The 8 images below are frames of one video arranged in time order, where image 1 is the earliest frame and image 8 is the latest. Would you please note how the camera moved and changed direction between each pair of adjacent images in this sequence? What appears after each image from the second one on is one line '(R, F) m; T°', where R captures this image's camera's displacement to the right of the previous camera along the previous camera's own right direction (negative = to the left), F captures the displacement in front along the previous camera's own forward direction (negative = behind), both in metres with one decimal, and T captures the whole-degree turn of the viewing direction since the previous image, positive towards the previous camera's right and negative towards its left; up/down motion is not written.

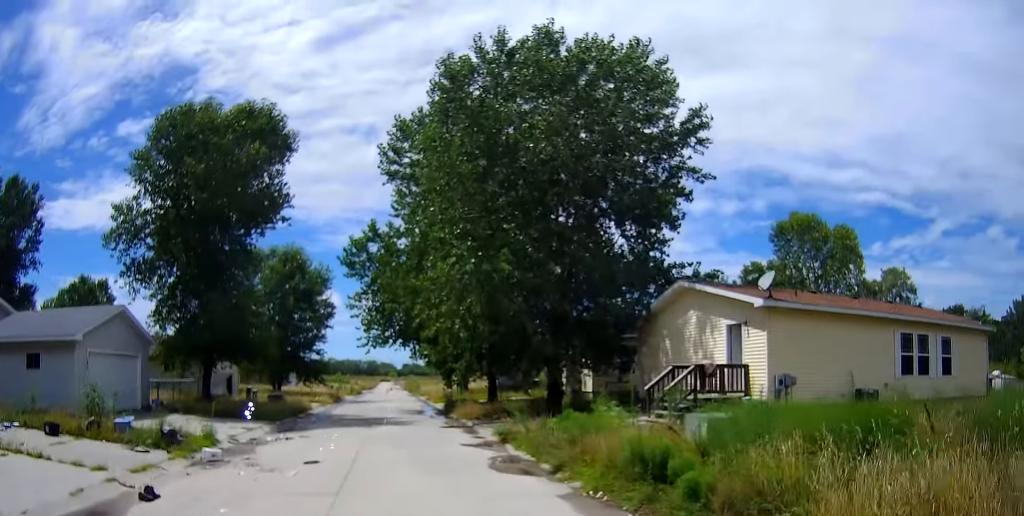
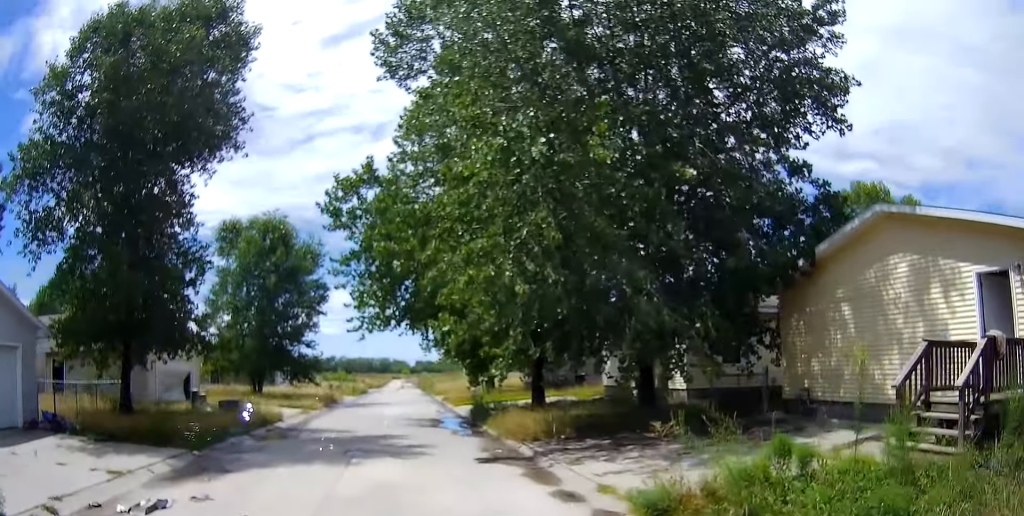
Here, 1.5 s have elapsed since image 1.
(-0.7, +9.6) m; -5°
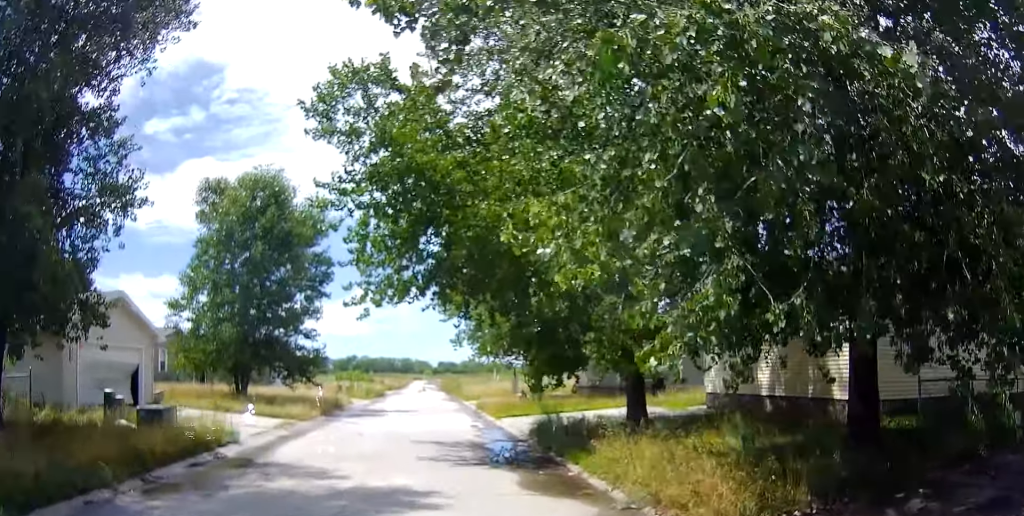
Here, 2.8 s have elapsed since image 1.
(0.0, +8.4) m; +4°
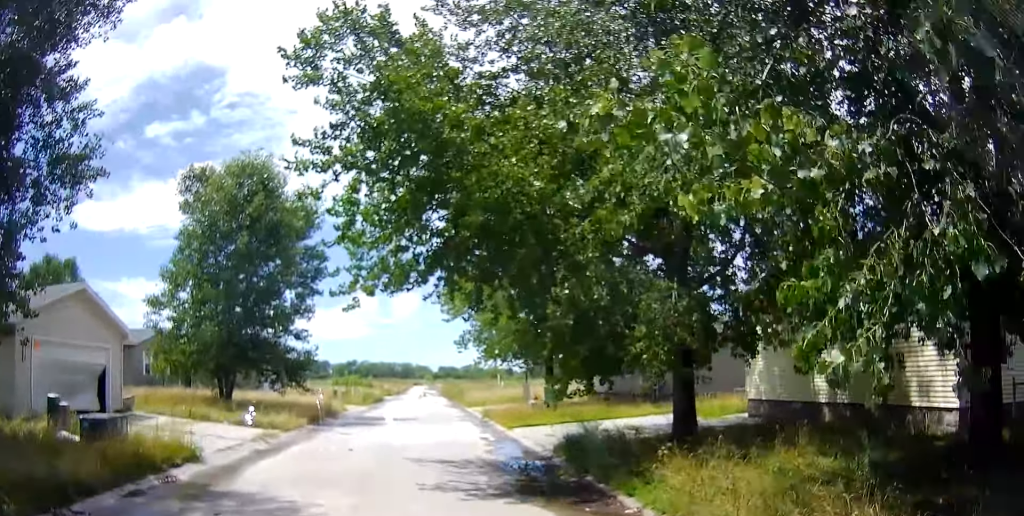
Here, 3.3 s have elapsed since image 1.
(+0.1, +2.7) m; +1°
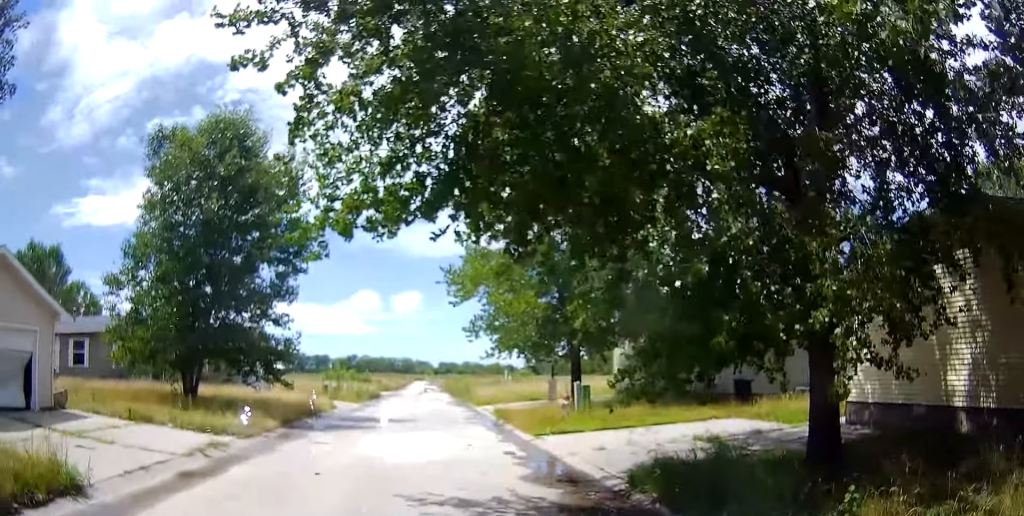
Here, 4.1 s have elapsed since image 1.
(+0.4, +4.8) m; 0°
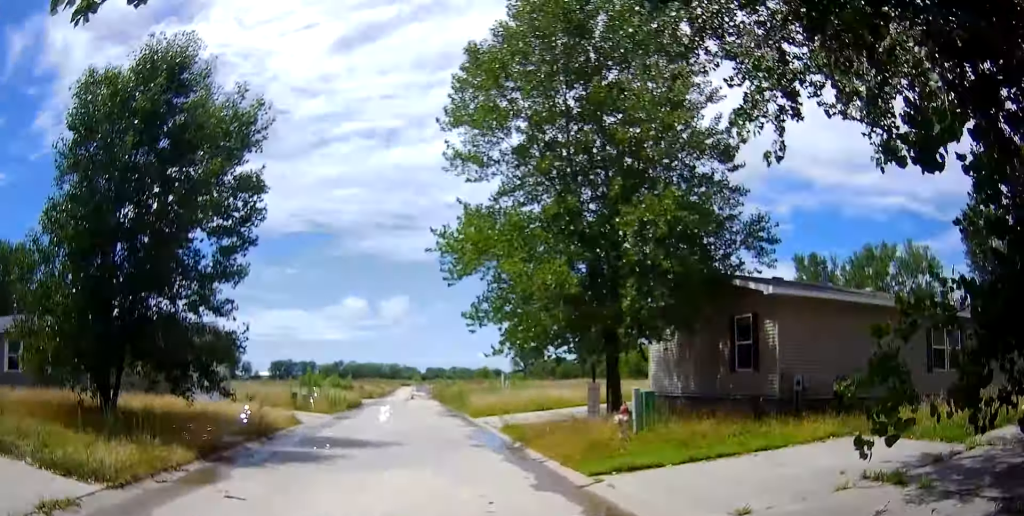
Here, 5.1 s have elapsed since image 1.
(-0.6, +6.5) m; -5°
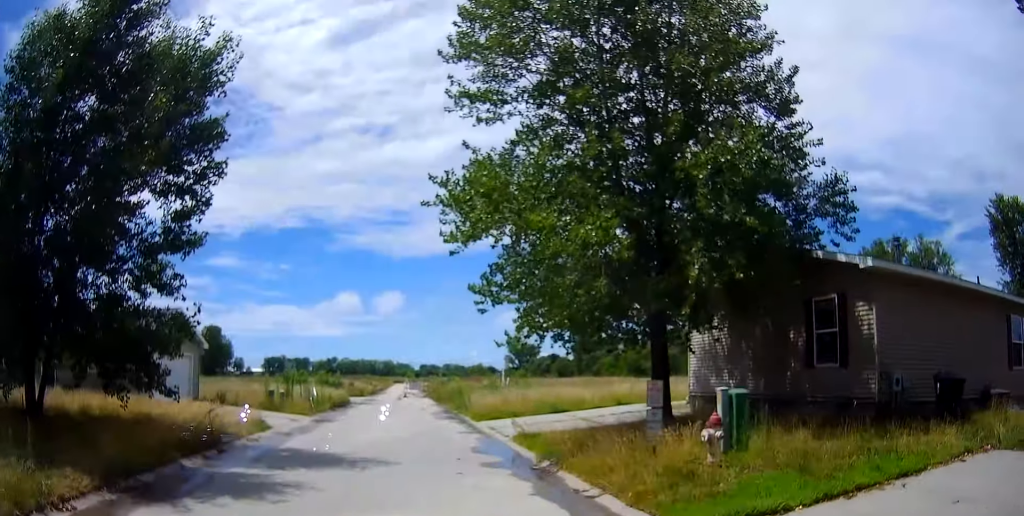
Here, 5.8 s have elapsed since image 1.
(0.0, +4.2) m; +4°
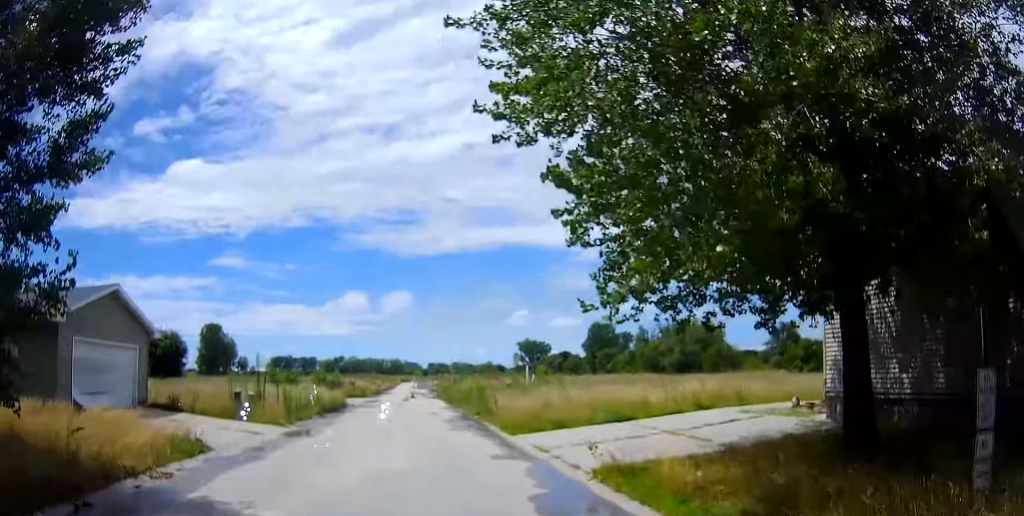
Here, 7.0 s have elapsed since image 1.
(+0.5, +6.7) m; -4°
